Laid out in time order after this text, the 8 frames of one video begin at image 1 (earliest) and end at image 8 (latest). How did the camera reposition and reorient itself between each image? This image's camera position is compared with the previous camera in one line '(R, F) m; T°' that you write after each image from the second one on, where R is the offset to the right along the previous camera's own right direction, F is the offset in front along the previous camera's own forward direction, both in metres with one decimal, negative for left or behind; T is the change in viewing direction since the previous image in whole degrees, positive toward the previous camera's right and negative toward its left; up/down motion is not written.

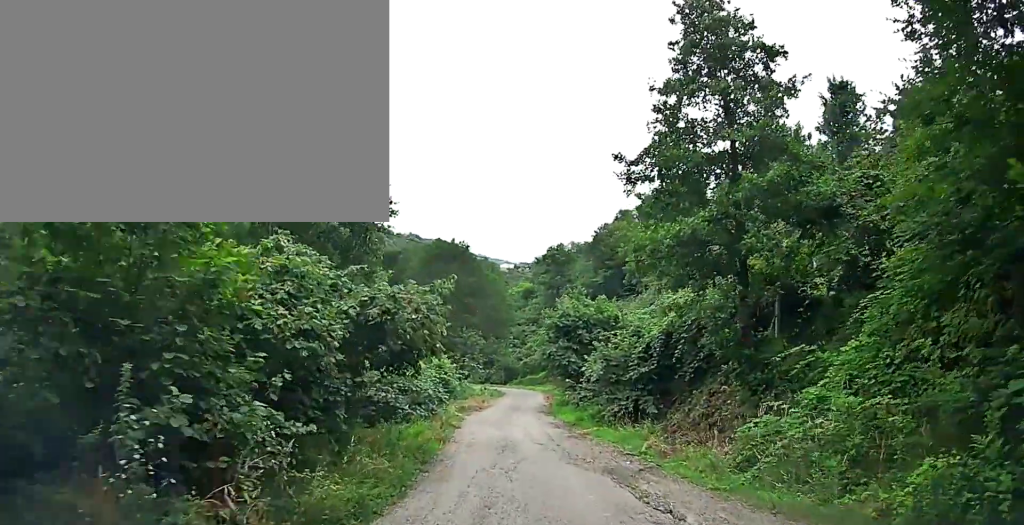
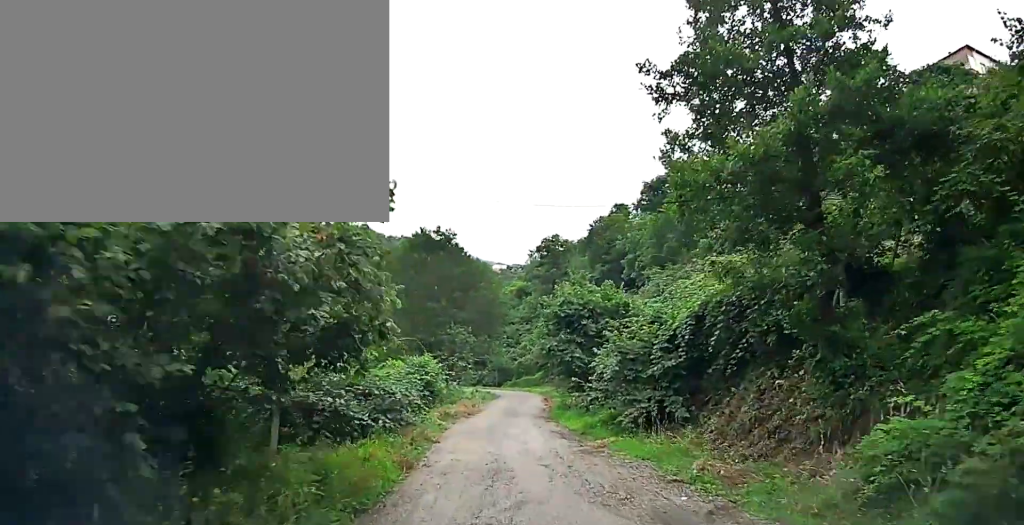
(-0.1, +3.3) m; -2°
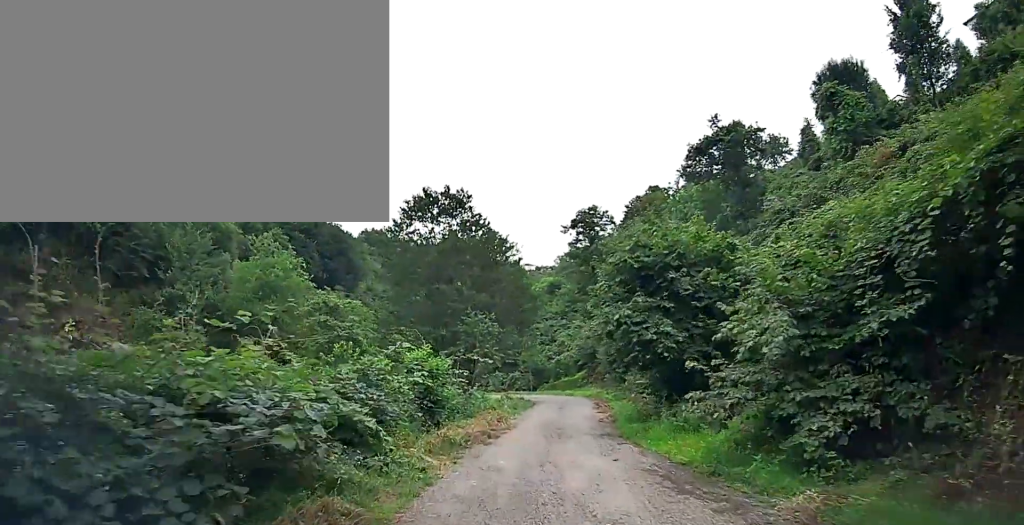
(-0.1, +8.4) m; +1°
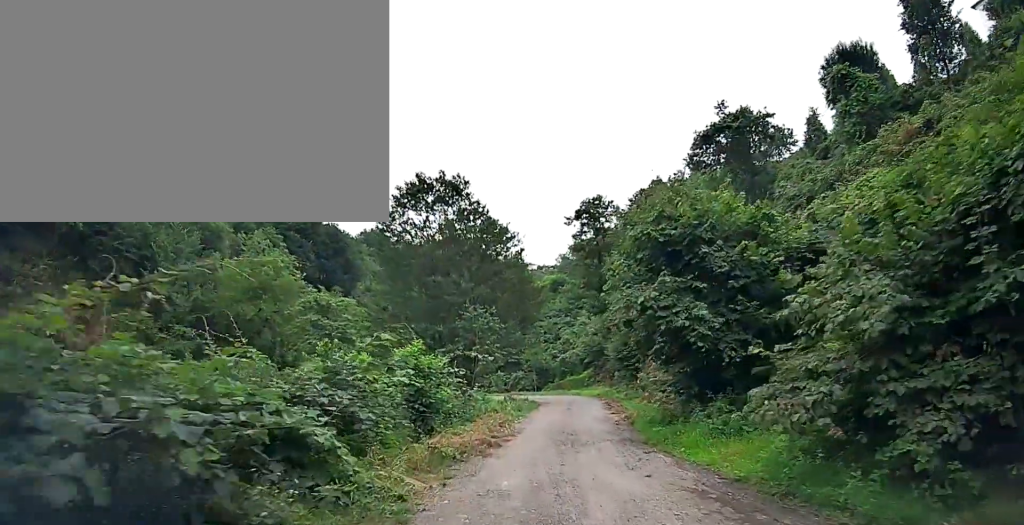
(+0.1, +2.4) m; 0°
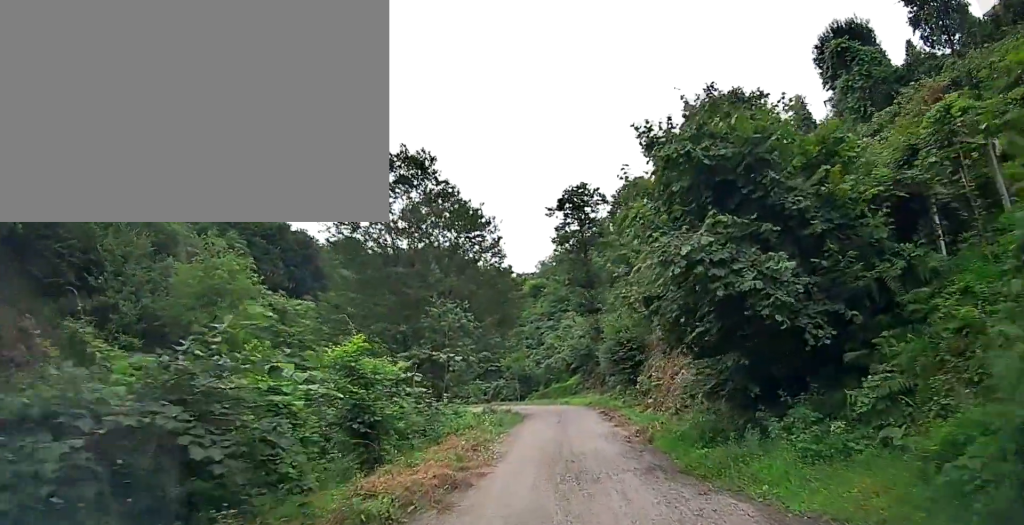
(0.0, +4.3) m; 0°
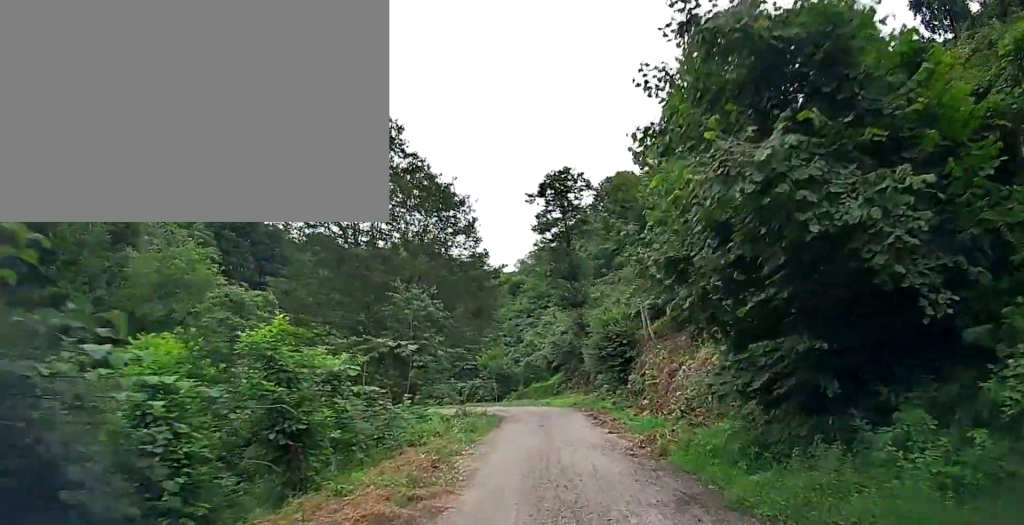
(-0.1, +2.8) m; 0°
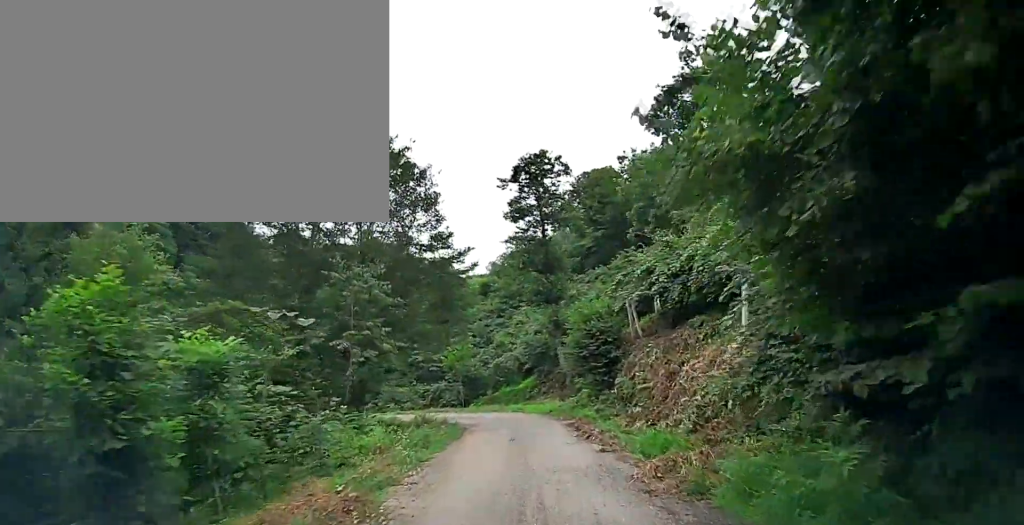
(+0.1, +3.3) m; +2°
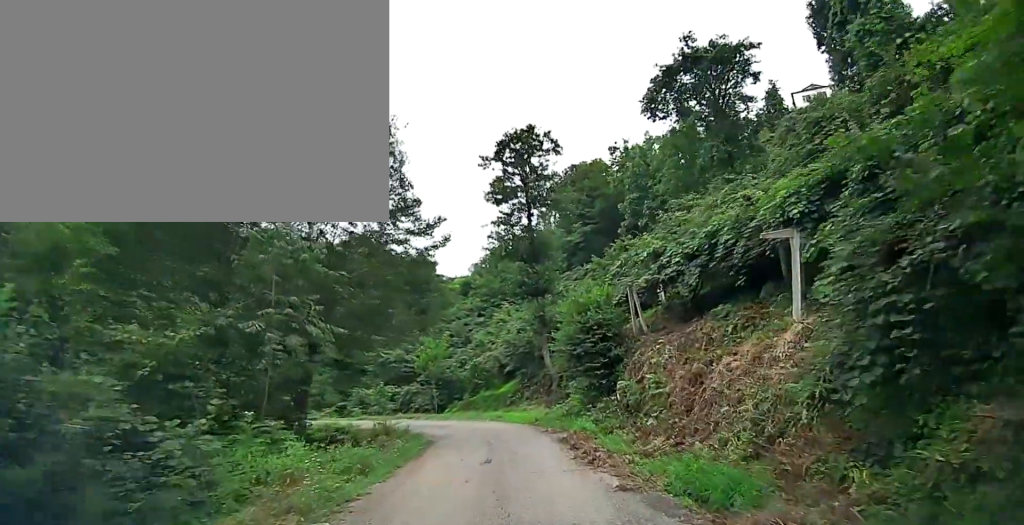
(+0.1, +3.6) m; +2°
